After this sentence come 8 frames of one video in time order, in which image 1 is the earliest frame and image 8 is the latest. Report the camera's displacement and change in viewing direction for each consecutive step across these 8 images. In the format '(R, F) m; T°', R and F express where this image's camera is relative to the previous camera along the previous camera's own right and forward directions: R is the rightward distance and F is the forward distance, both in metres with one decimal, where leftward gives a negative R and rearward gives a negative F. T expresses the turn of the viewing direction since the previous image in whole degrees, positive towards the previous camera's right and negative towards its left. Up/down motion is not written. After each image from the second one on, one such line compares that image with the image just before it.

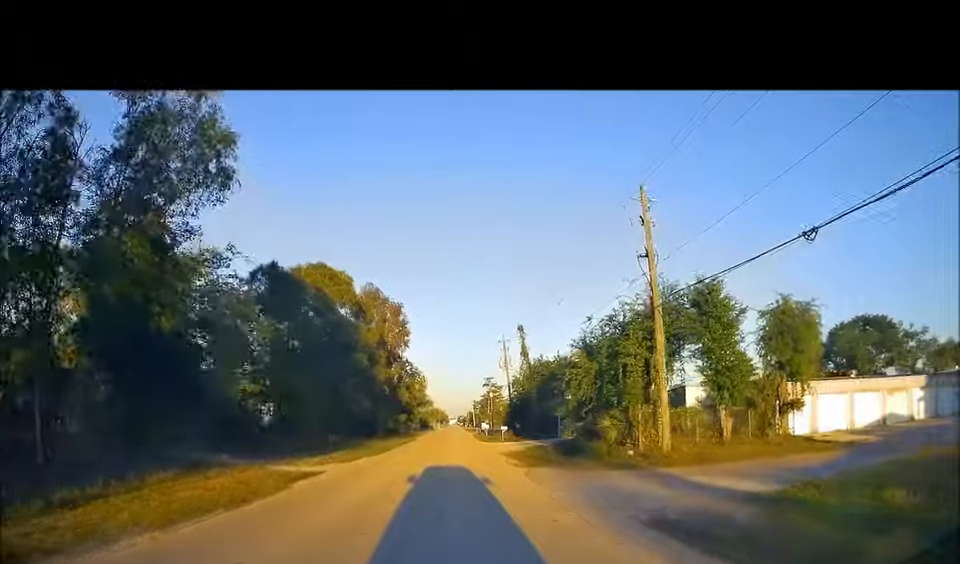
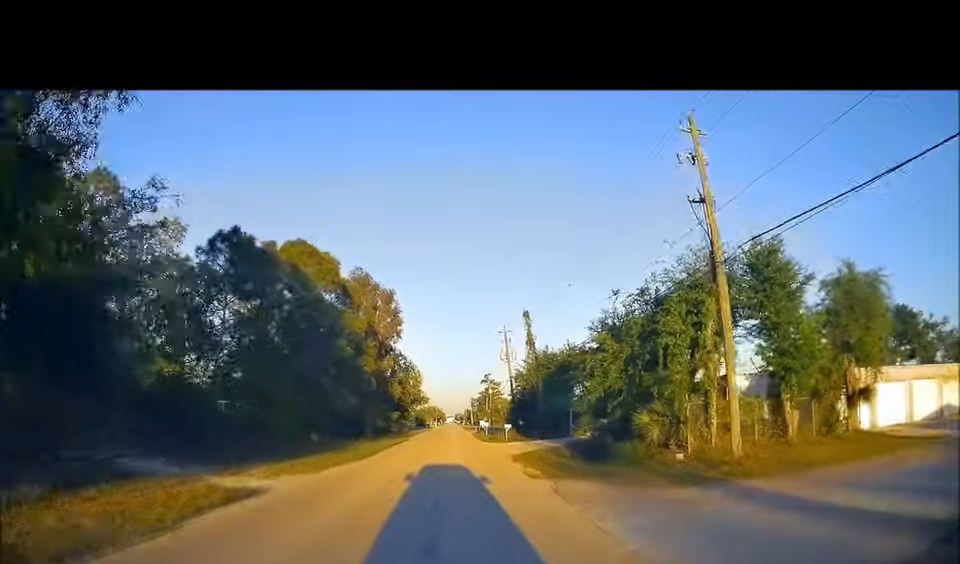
(+0.1, +5.1) m; +1°
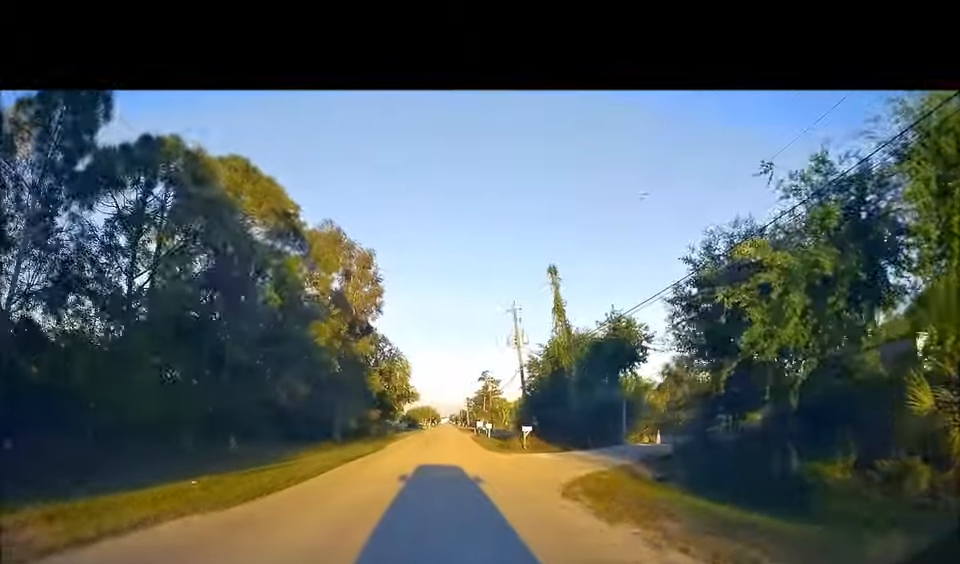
(0.0, +12.9) m; -2°
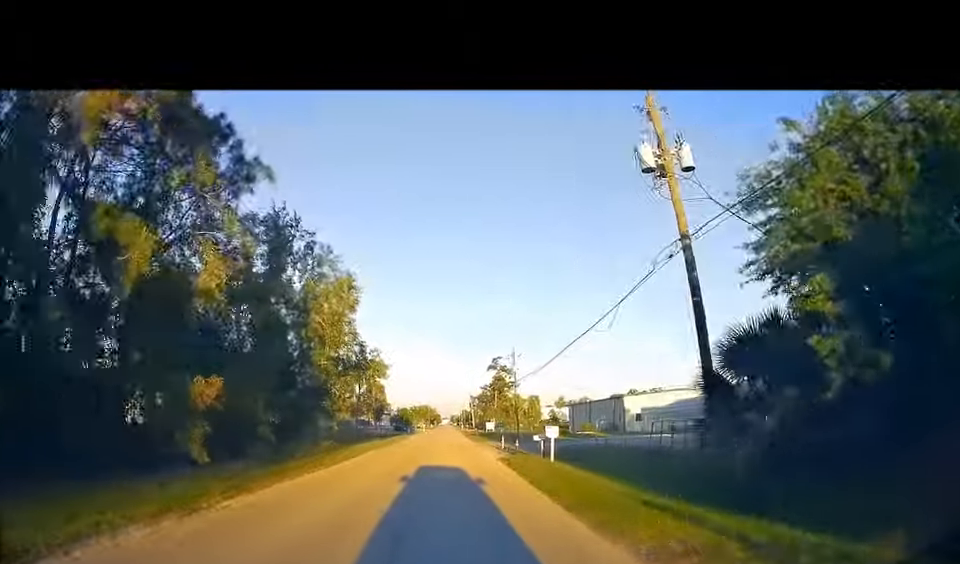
(-0.5, +36.1) m; -2°
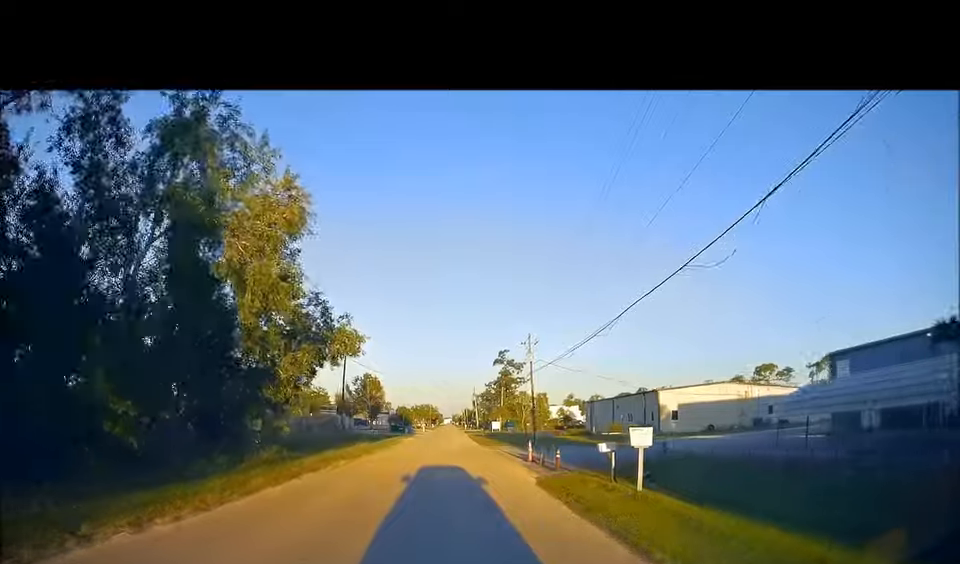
(0.0, +11.1) m; +2°
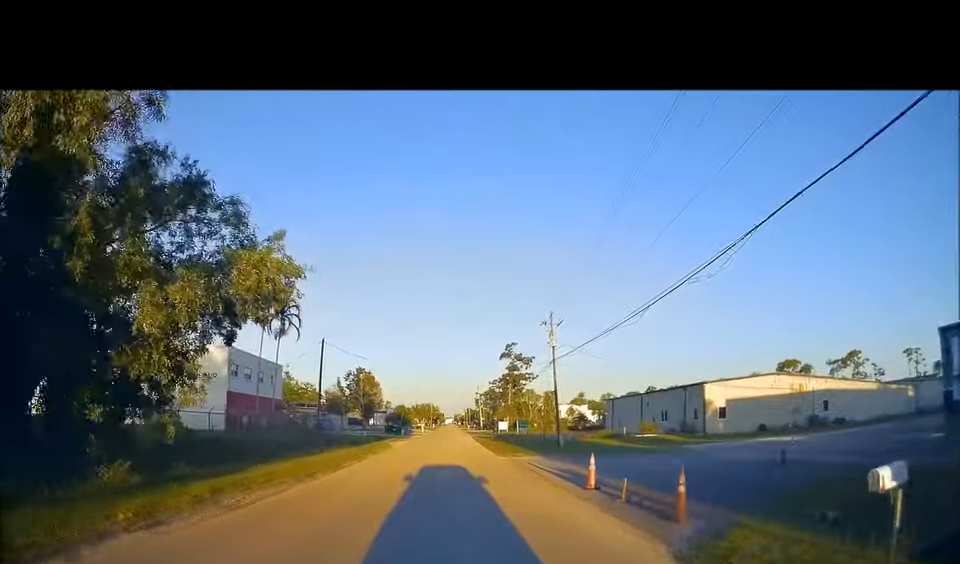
(+0.4, +10.9) m; 0°
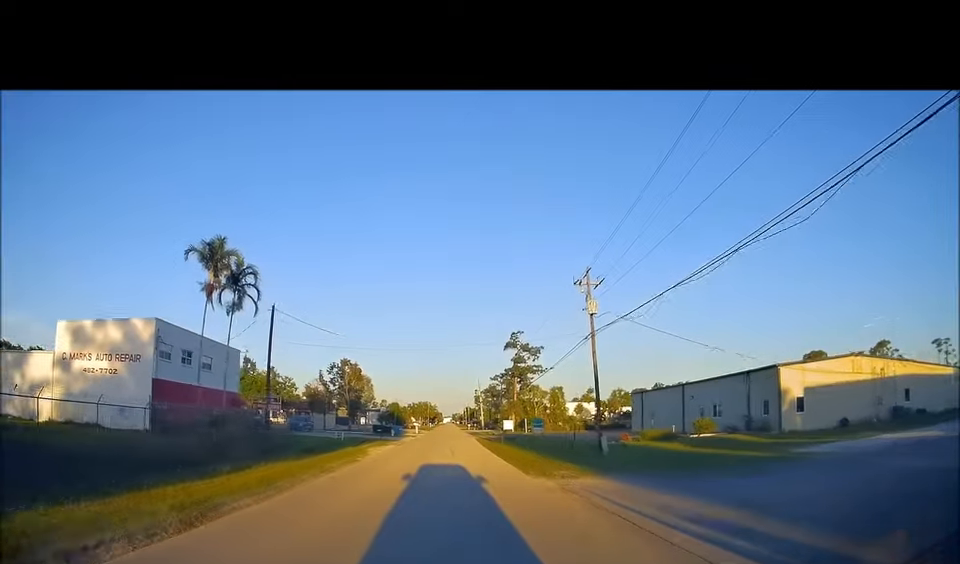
(-0.3, +13.2) m; -2°
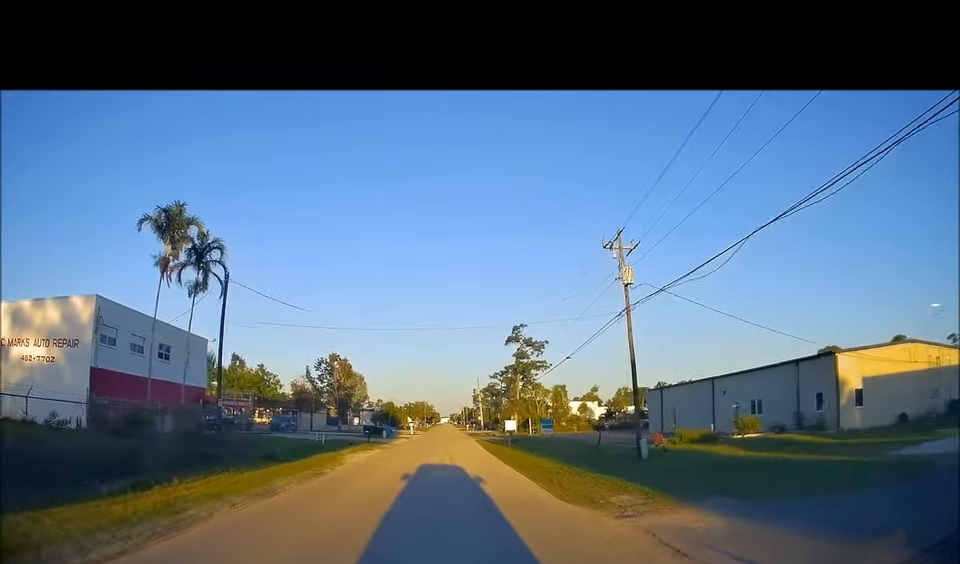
(-0.1, +7.3) m; -1°
